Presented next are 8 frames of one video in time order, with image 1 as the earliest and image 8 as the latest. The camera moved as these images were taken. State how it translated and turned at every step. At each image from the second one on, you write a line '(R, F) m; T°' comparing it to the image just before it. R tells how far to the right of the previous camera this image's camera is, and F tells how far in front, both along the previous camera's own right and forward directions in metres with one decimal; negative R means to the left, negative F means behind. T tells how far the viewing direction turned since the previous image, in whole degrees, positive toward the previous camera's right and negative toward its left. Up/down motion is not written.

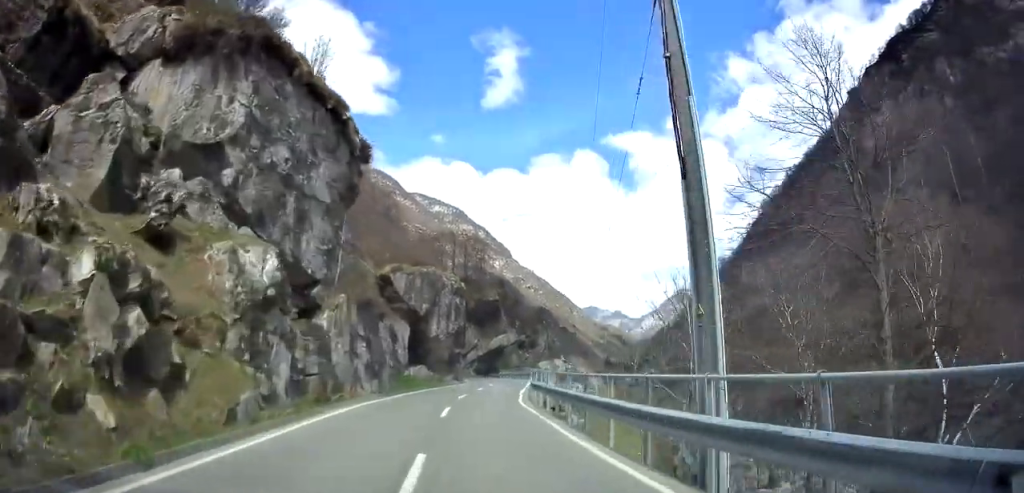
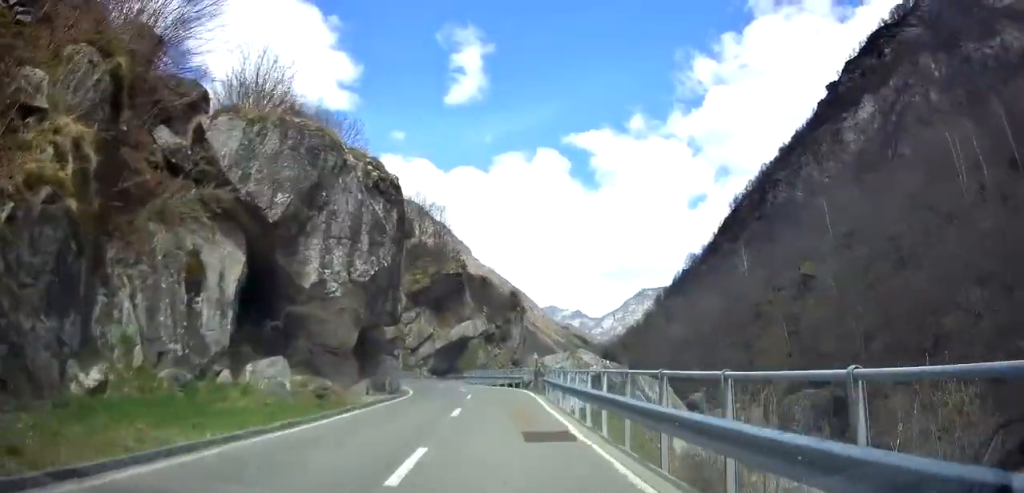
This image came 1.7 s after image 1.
(+1.0, +28.3) m; +3°
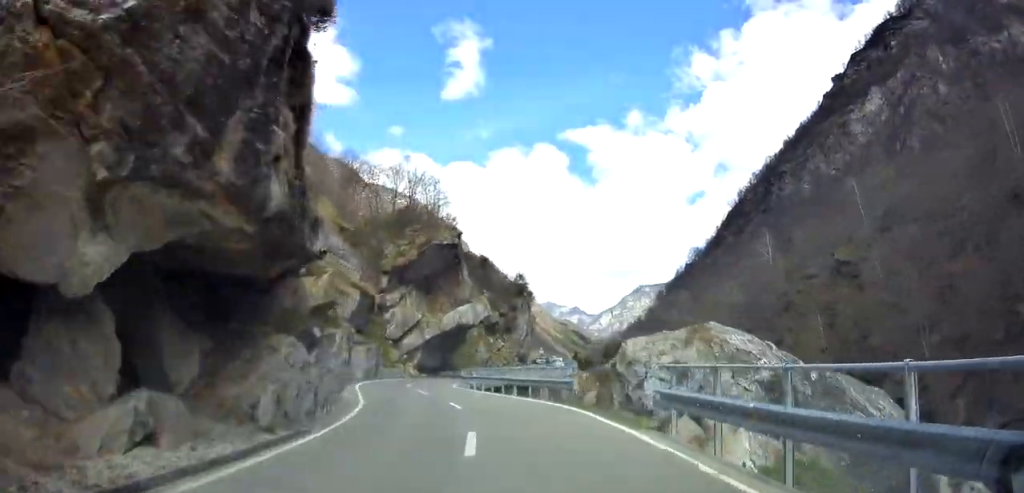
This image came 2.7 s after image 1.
(0.0, +16.2) m; 0°
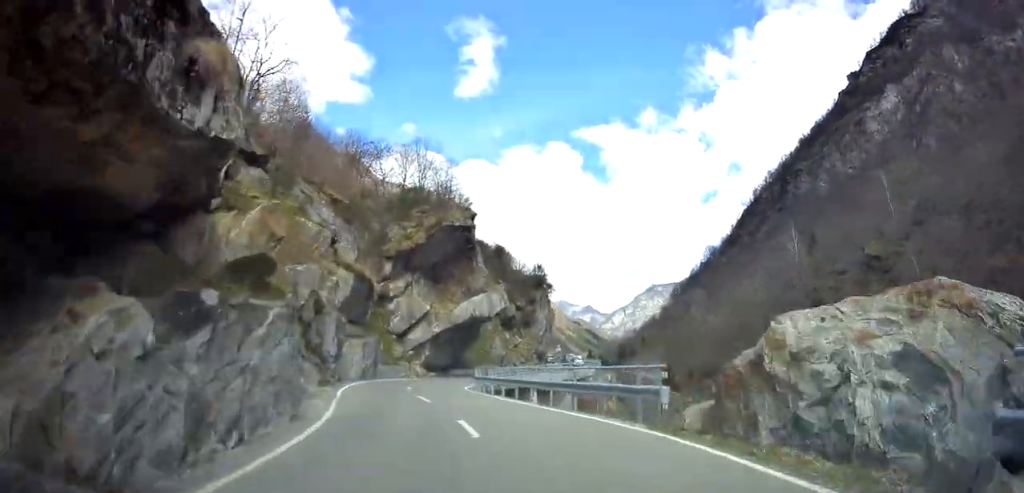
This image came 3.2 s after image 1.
(+0.1, +7.6) m; 0°
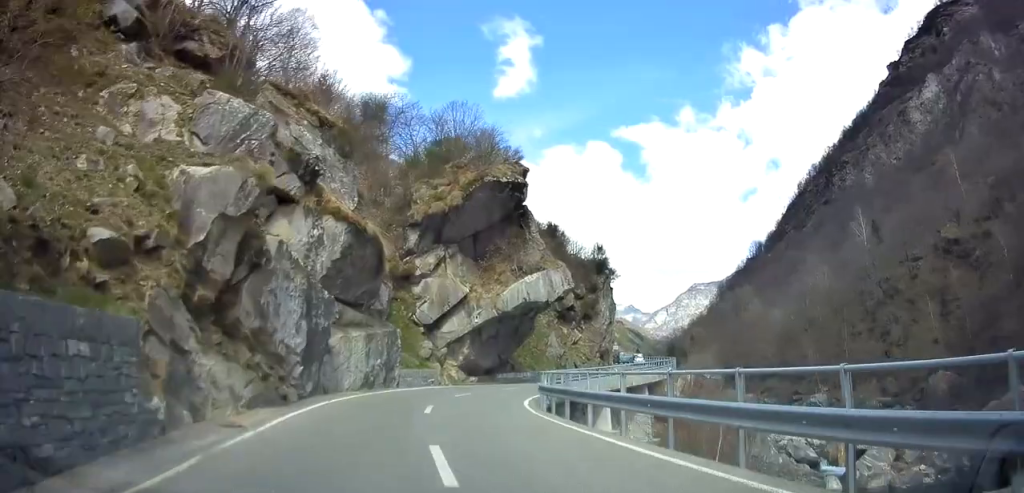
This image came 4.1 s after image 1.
(-0.1, +13.1) m; -1°
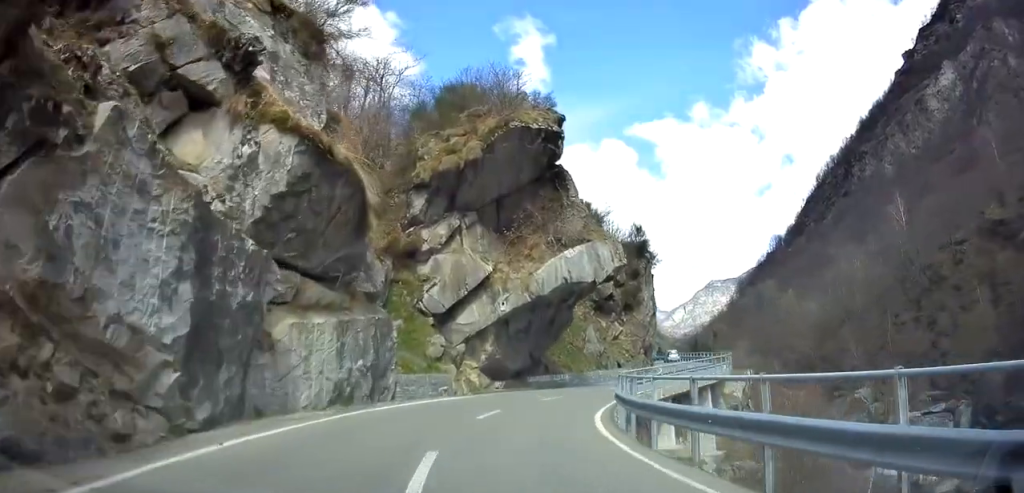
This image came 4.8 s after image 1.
(-0.1, +9.8) m; +1°
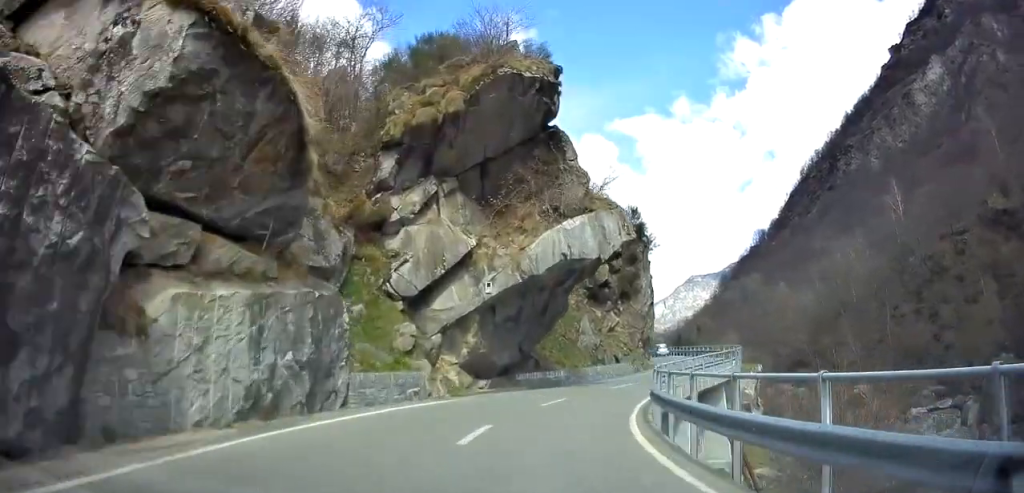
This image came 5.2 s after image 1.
(-0.2, +6.0) m; +1°
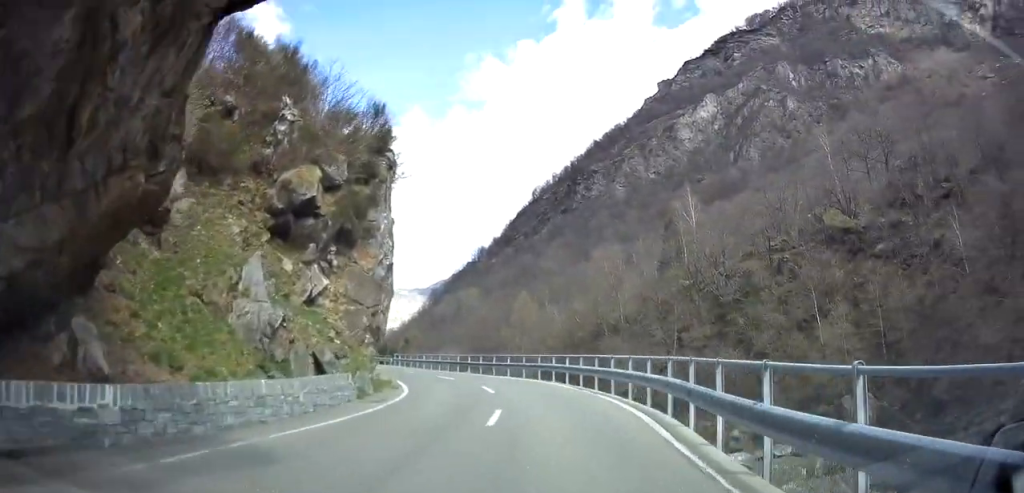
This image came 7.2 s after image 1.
(+1.9, +25.2) m; +14°
